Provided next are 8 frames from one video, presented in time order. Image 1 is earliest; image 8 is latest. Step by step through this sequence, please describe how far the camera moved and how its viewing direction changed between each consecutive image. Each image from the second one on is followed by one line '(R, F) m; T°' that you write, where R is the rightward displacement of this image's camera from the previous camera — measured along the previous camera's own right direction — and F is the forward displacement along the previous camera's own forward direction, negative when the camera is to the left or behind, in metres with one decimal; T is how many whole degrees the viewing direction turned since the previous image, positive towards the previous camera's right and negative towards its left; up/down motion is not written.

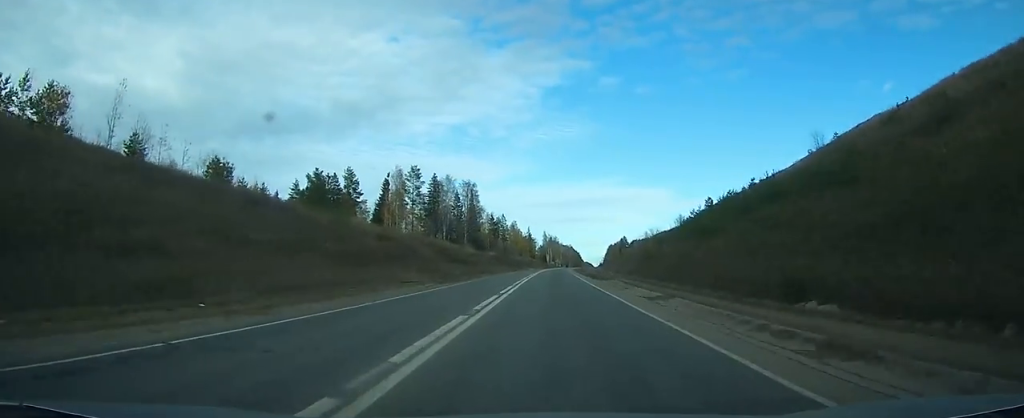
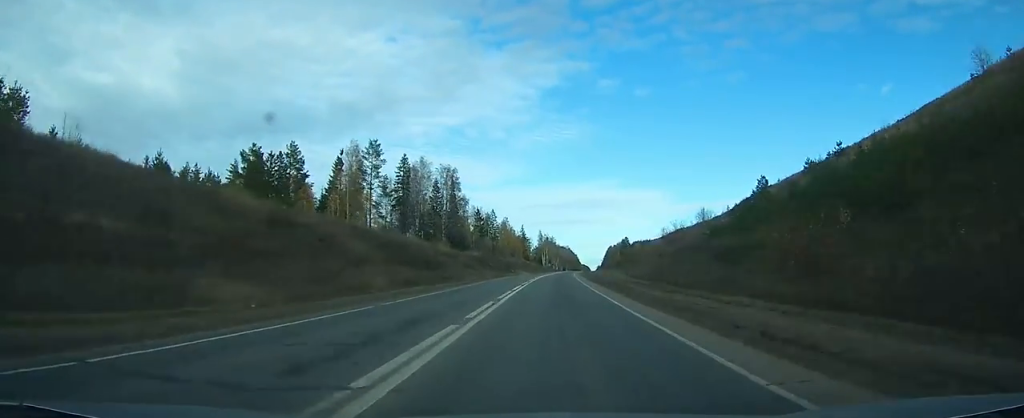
(+0.3, +32.7) m; +1°
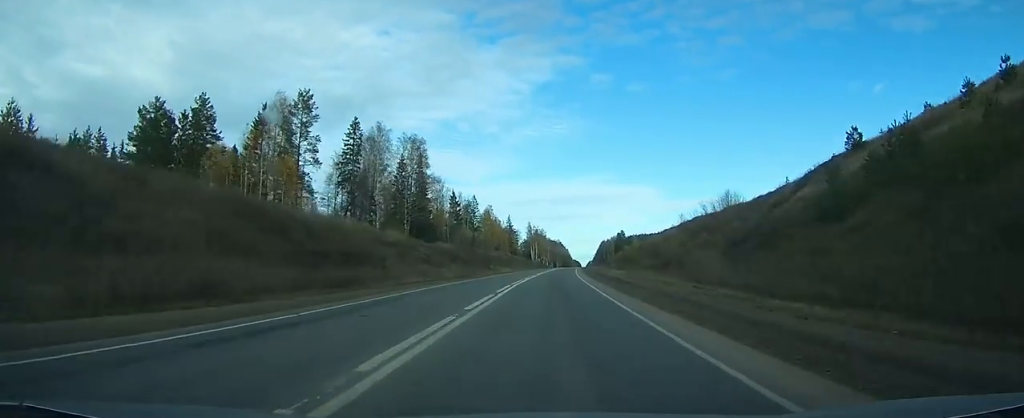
(+0.1, +30.7) m; 0°
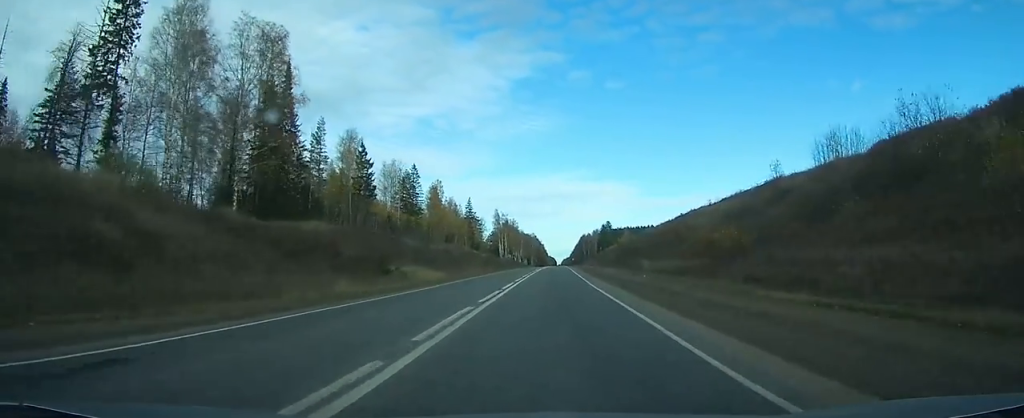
(+0.5, +60.1) m; +2°
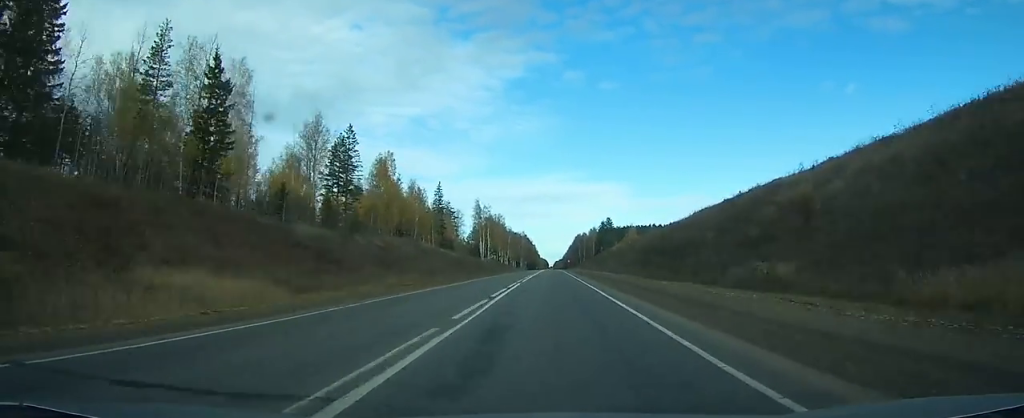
(+1.0, +43.5) m; +2°
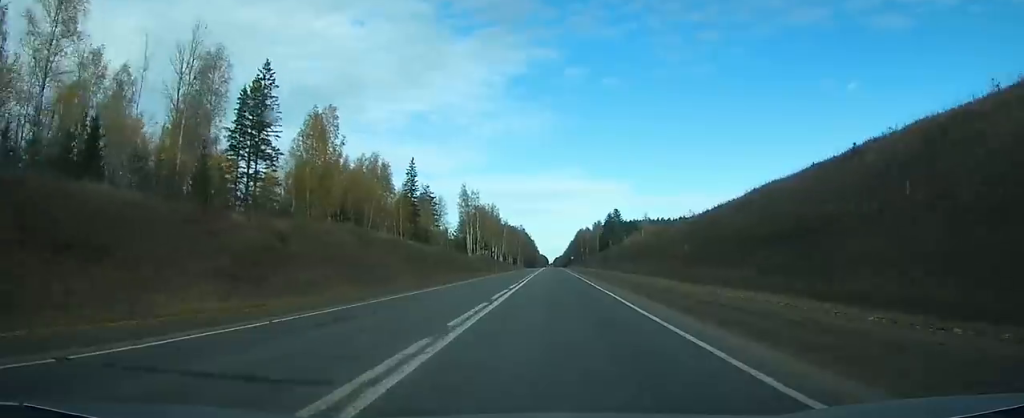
(+0.4, +33.1) m; +1°
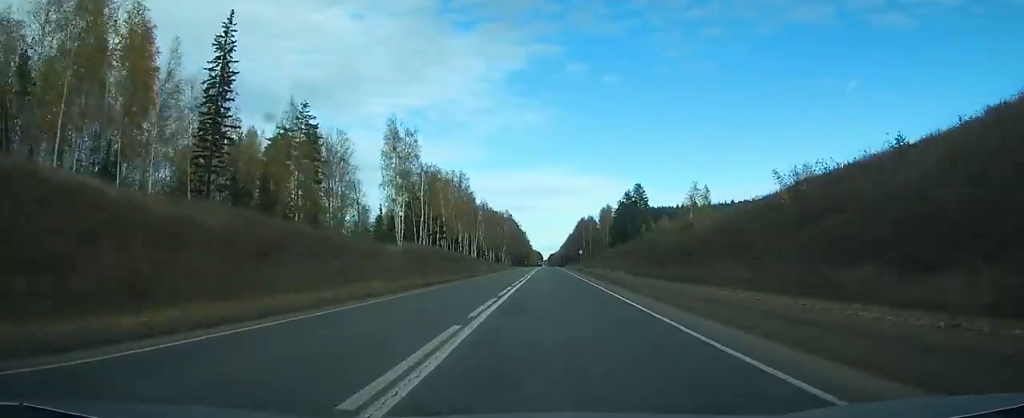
(+0.4, +78.1) m; 0°
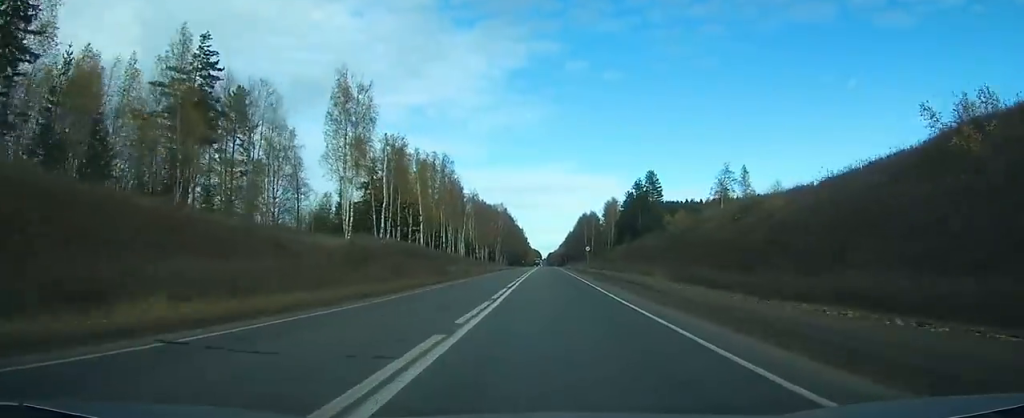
(0.0, +25.5) m; 0°
